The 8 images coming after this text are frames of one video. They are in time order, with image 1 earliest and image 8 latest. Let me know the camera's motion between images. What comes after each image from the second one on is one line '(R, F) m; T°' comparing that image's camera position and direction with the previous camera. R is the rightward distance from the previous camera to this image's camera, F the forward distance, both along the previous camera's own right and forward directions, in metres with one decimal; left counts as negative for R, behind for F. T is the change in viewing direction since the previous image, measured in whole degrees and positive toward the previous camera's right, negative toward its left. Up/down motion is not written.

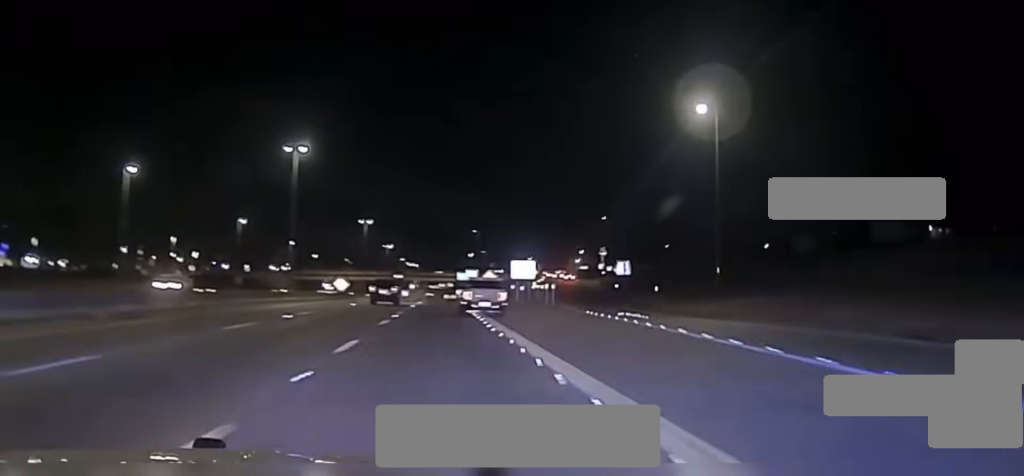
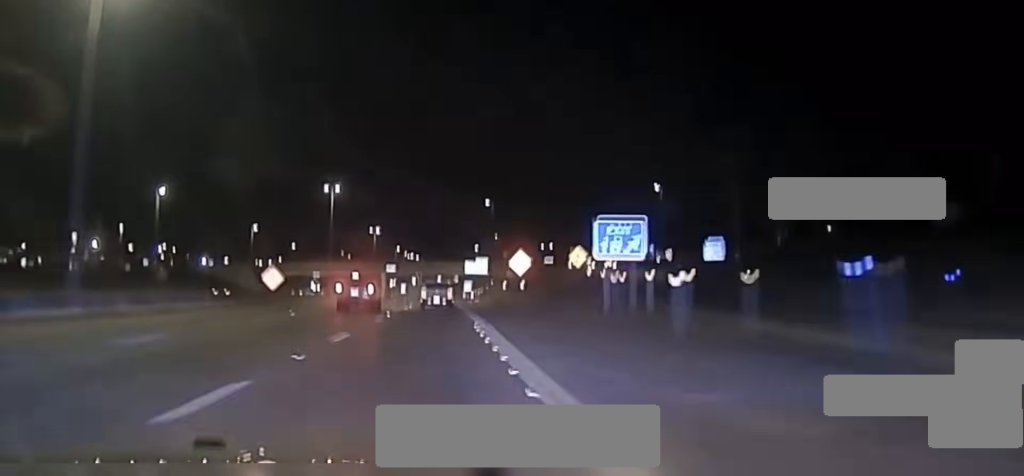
(-0.4, +44.6) m; -1°
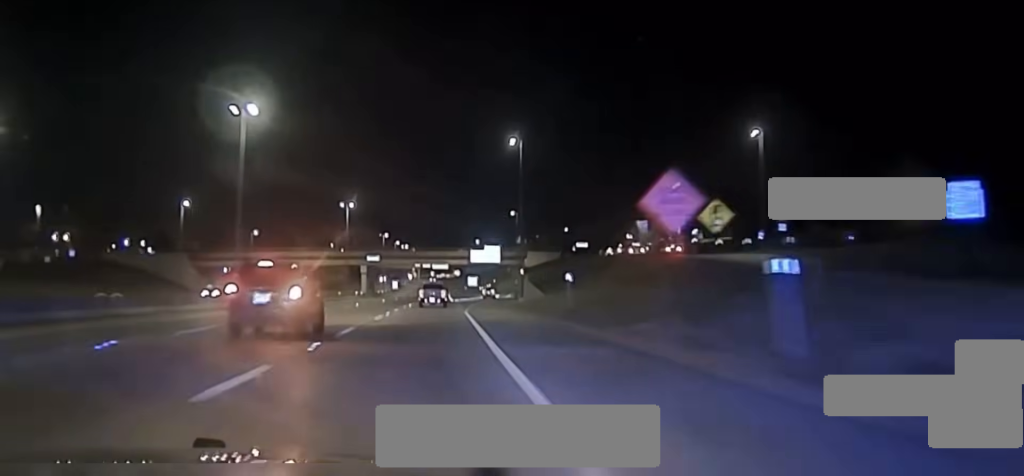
(-0.5, +47.6) m; 0°
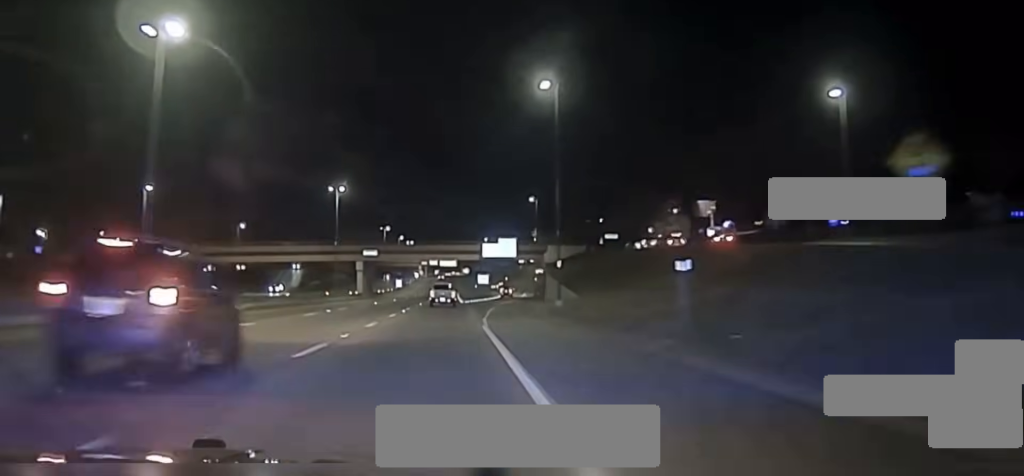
(0.0, +19.8) m; 0°
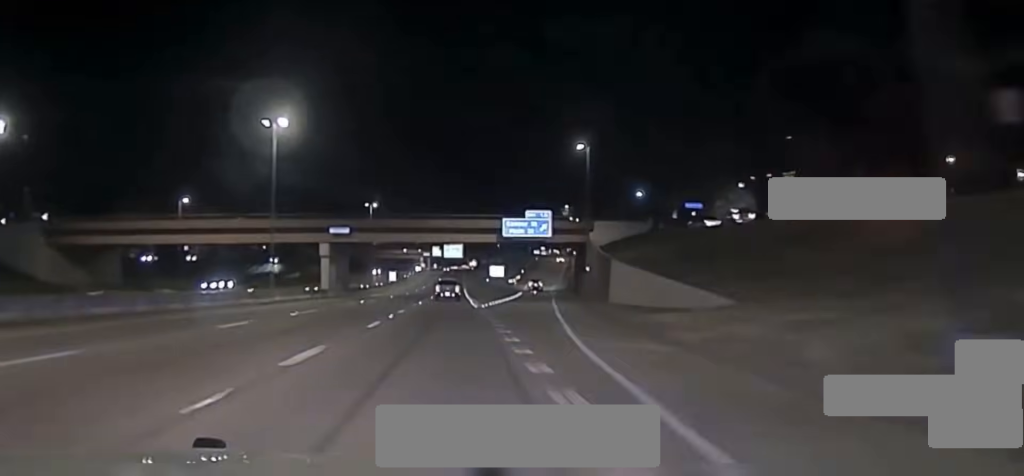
(+0.1, +42.1) m; 0°
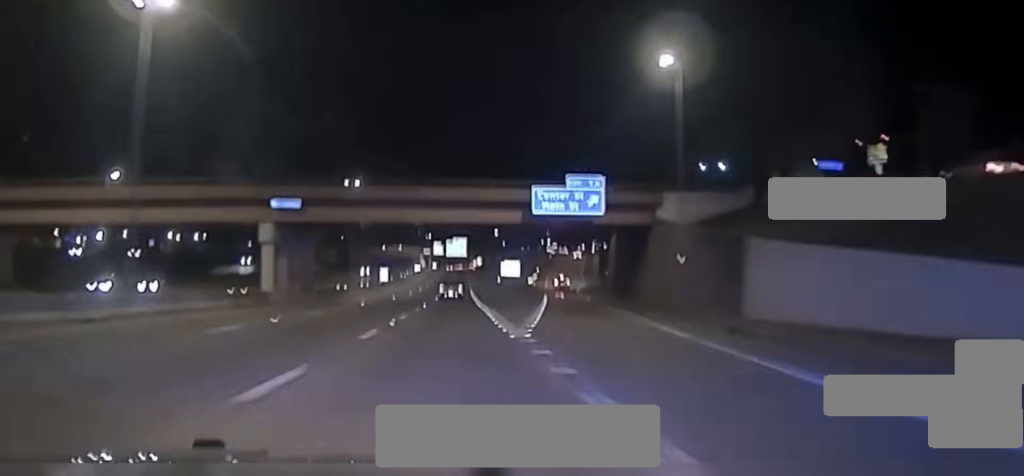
(0.0, +31.0) m; 0°
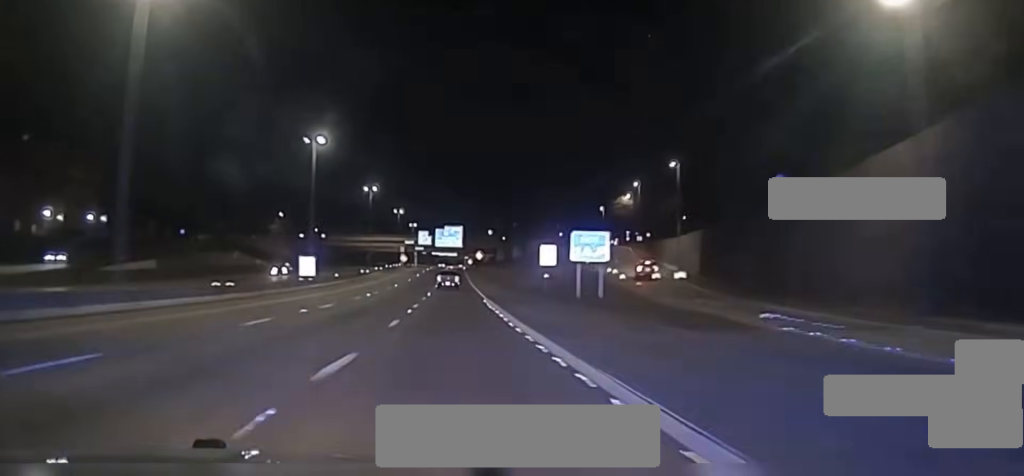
(+0.1, +80.8) m; +1°
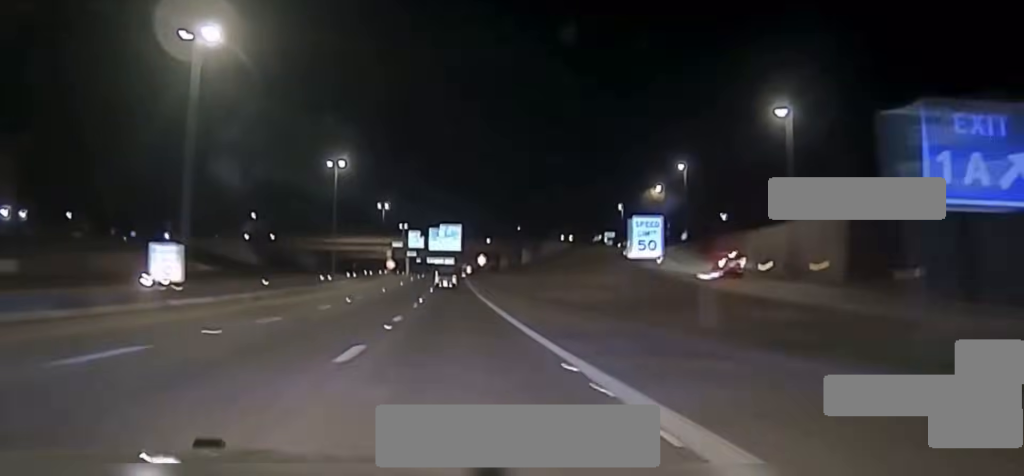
(+0.1, +36.2) m; 0°
